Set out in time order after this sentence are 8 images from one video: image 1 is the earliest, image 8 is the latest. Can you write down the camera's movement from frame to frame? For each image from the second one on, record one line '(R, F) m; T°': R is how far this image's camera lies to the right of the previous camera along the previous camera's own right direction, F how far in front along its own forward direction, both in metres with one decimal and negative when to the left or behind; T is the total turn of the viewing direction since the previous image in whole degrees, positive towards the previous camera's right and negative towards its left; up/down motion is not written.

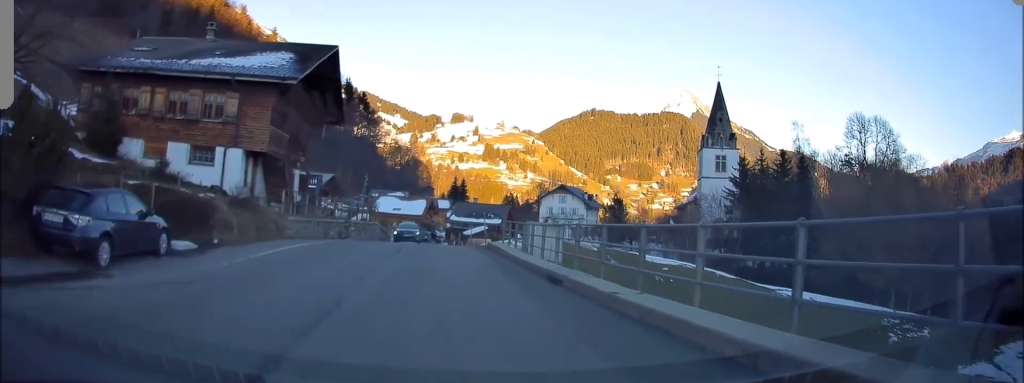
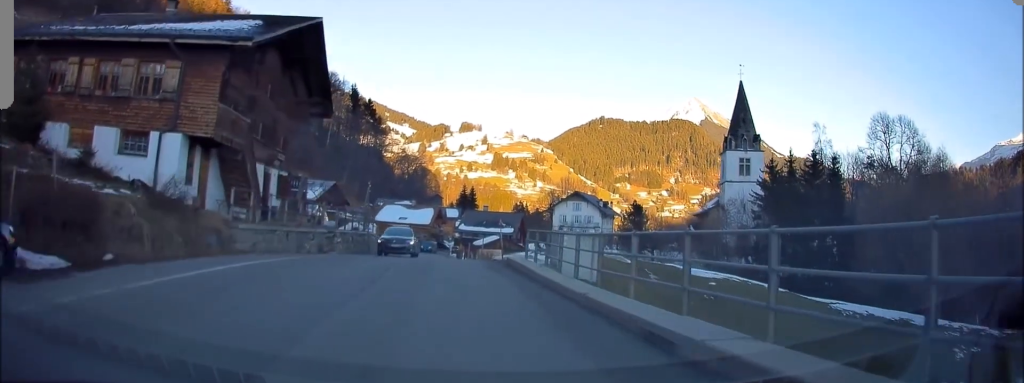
(-0.1, +6.2) m; 0°
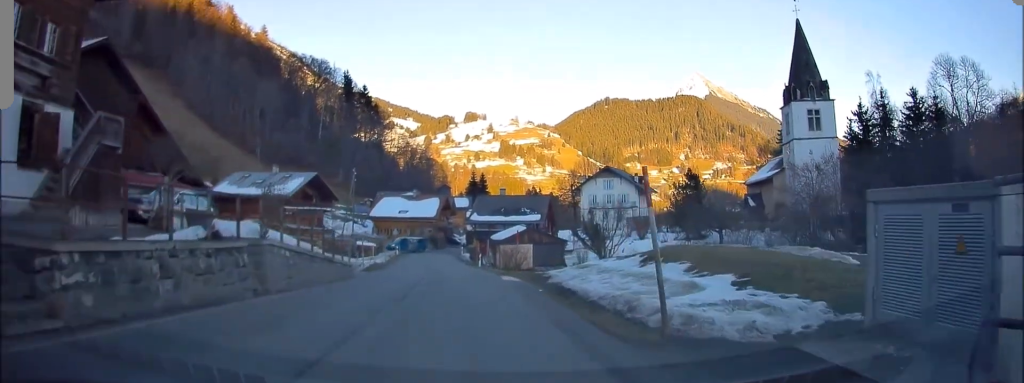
(+0.1, +19.3) m; -1°
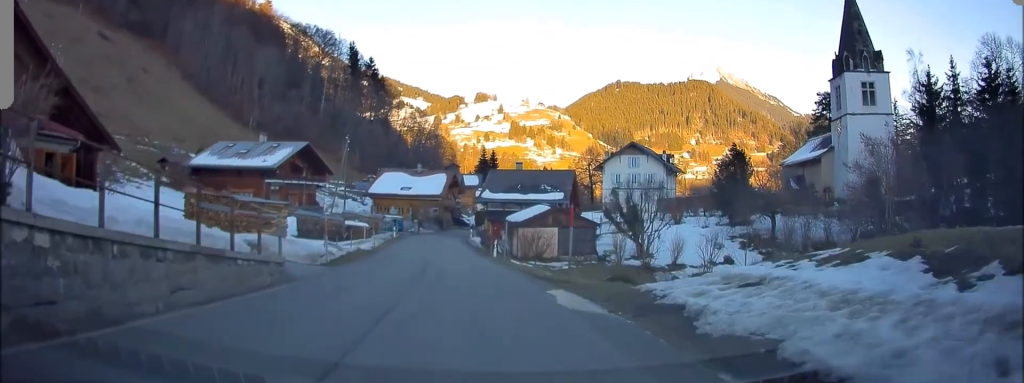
(-0.2, +9.9) m; -1°
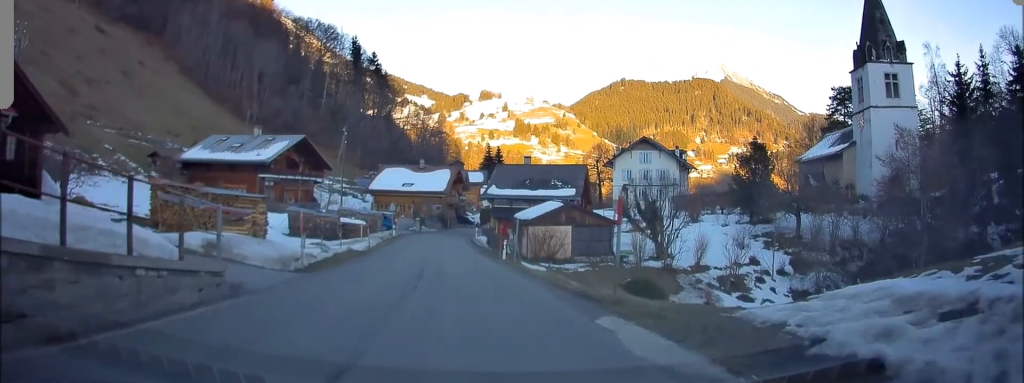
(0.0, +3.6) m; 0°
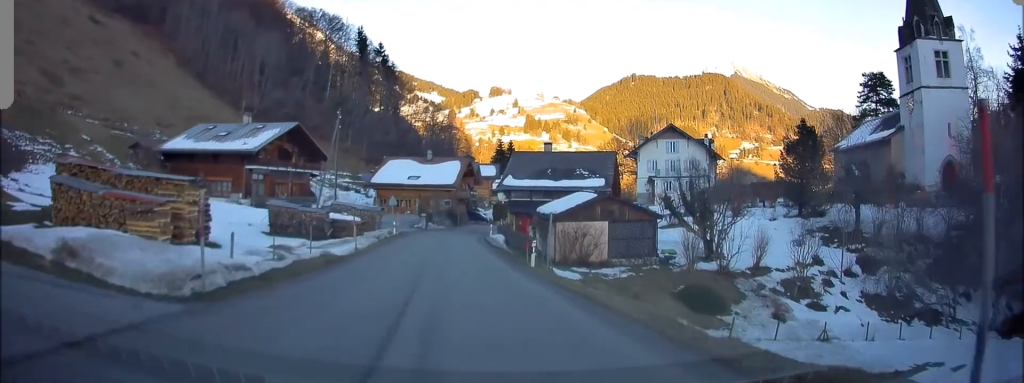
(0.0, +6.9) m; 0°
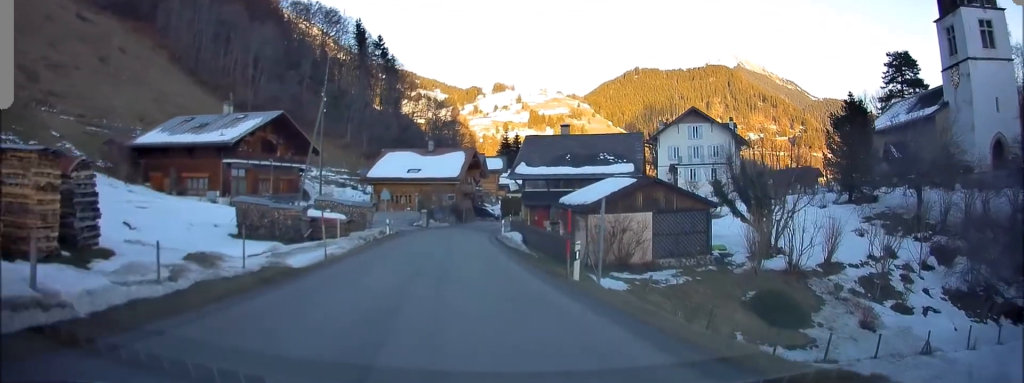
(0.0, +6.2) m; 0°
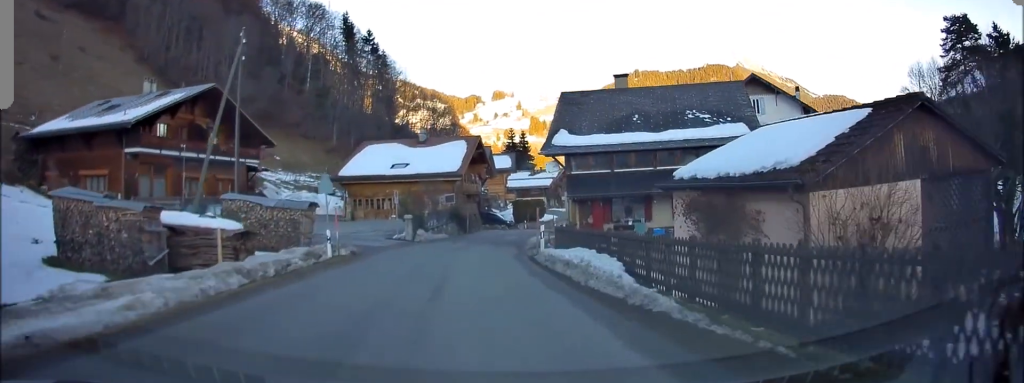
(0.0, +14.5) m; 0°
